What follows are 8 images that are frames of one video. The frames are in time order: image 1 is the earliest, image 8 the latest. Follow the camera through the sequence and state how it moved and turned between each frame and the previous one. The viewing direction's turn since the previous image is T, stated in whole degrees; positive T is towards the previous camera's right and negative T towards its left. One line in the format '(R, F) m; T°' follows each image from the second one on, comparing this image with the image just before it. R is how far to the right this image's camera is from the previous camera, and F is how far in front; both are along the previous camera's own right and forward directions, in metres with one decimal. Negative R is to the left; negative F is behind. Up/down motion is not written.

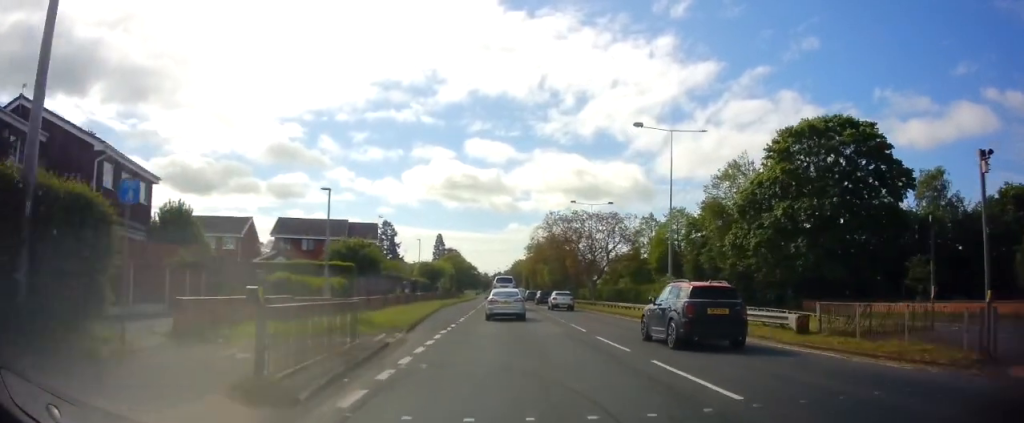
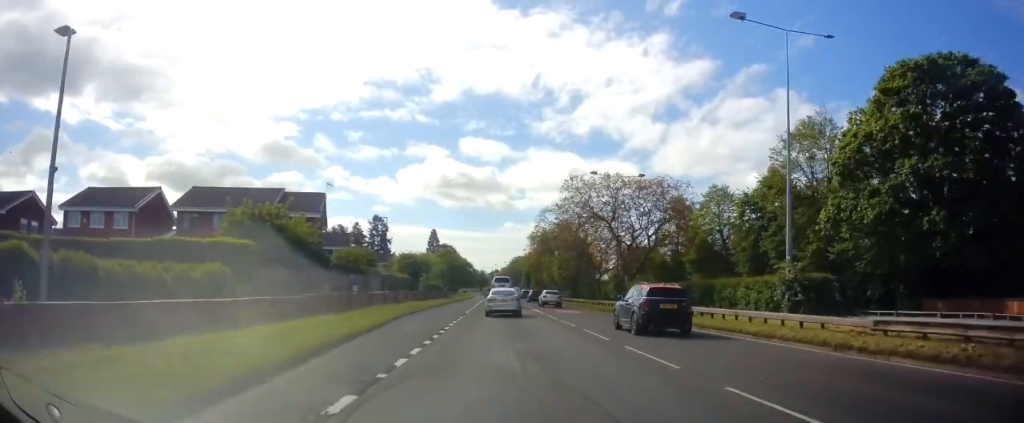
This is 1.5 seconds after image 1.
(-0.3, +16.0) m; 0°
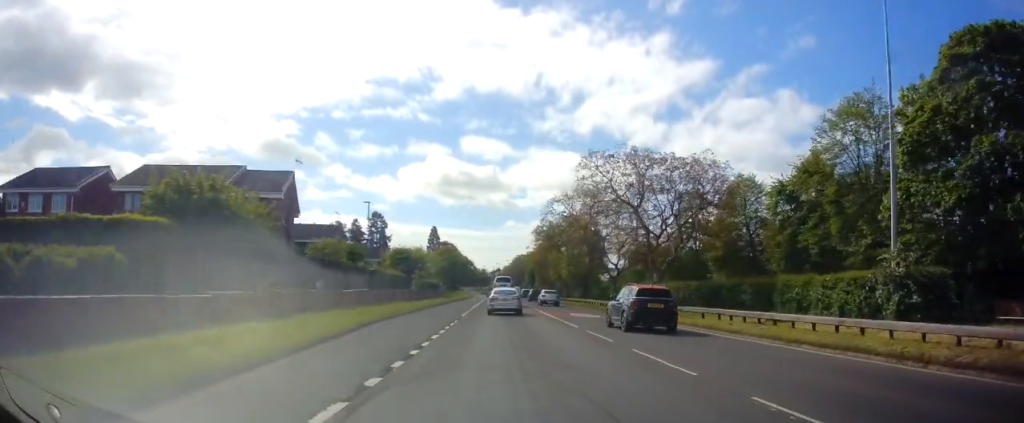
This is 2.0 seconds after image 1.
(+0.2, +6.6) m; 0°
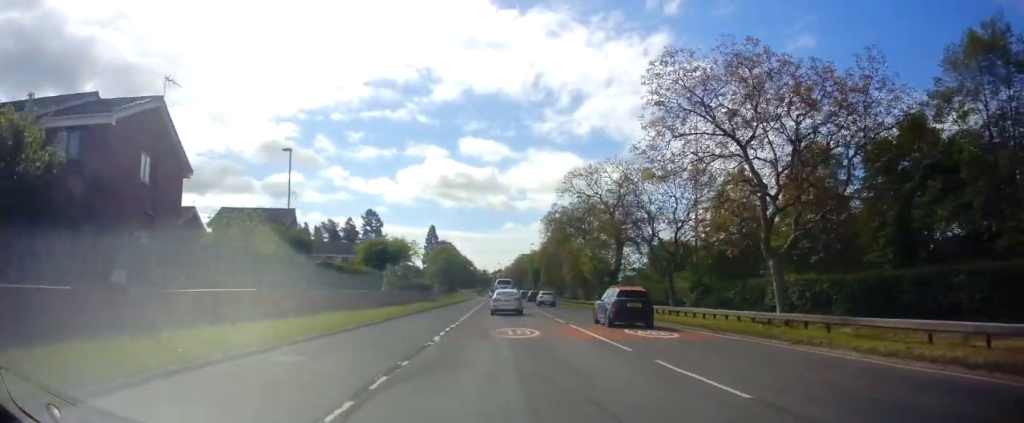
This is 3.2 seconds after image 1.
(0.0, +13.8) m; -1°
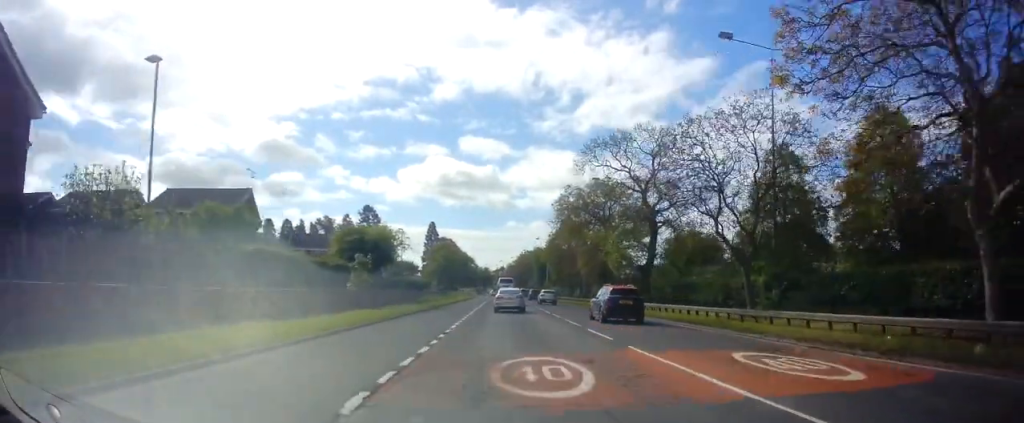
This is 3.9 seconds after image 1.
(-0.1, +9.4) m; 0°
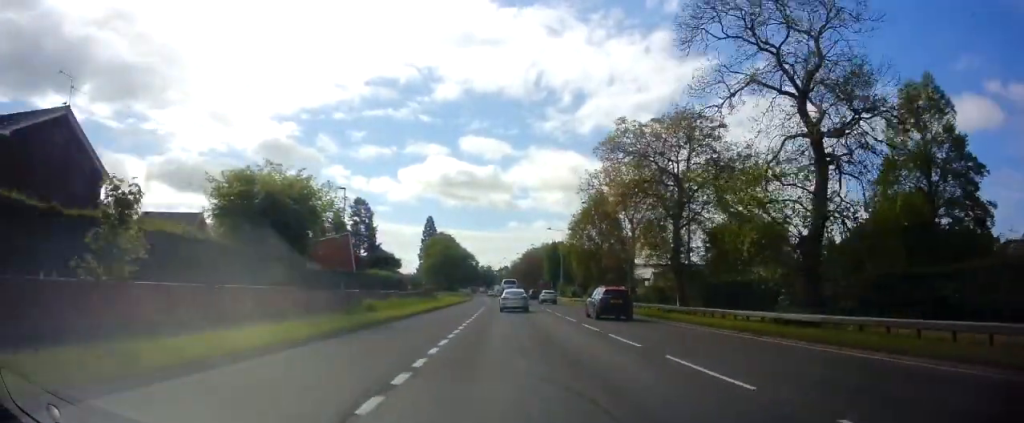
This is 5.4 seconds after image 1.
(+0.3, +20.0) m; +1°
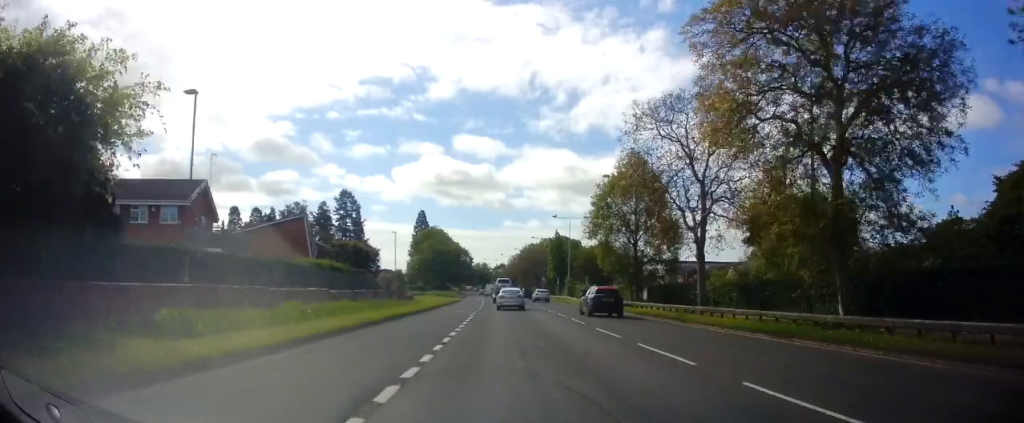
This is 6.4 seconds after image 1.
(0.0, +15.5) m; 0°
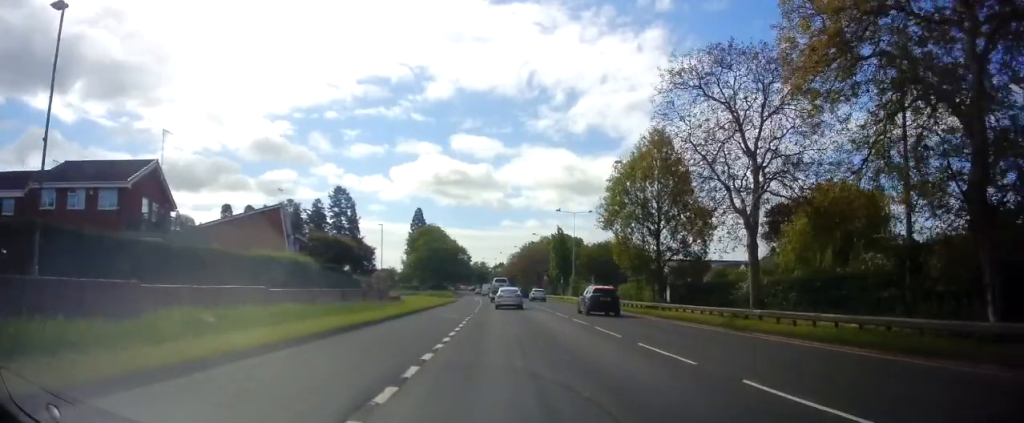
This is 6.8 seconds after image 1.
(0.0, +6.0) m; 0°
